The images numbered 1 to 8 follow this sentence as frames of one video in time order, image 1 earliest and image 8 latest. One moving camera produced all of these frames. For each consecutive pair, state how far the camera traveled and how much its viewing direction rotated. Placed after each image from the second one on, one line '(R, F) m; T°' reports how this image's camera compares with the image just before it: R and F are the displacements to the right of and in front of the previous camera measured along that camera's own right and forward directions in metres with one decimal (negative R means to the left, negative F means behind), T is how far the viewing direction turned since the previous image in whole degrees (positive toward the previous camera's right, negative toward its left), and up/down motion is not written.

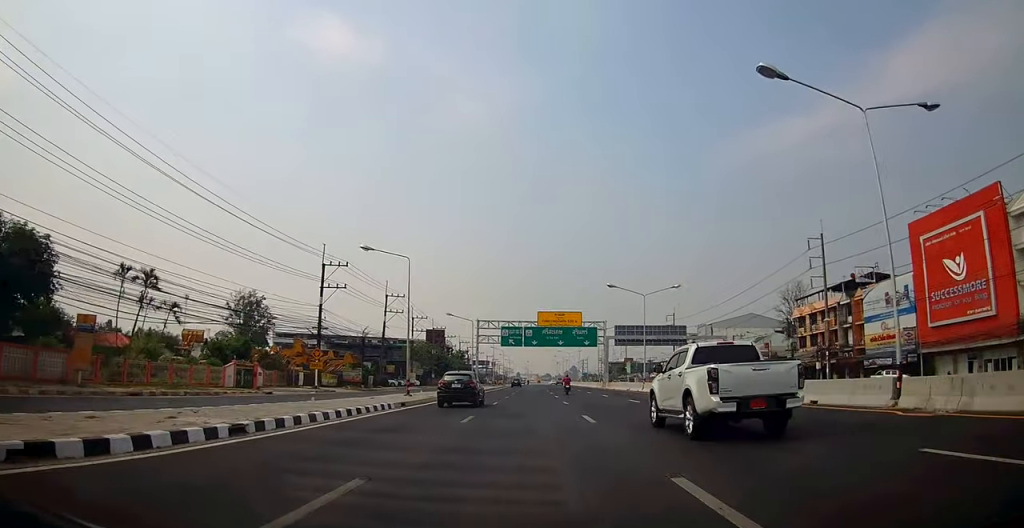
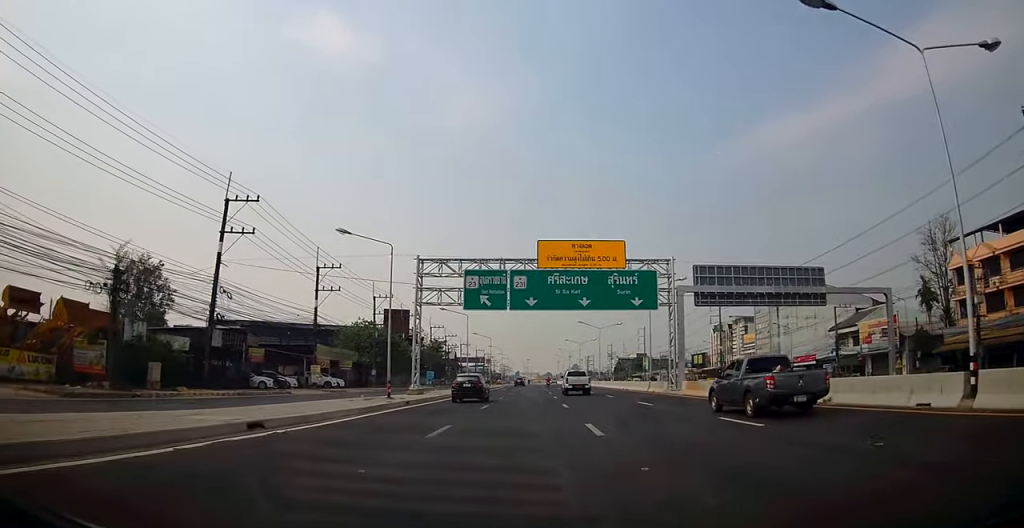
(-1.3, +40.0) m; 0°
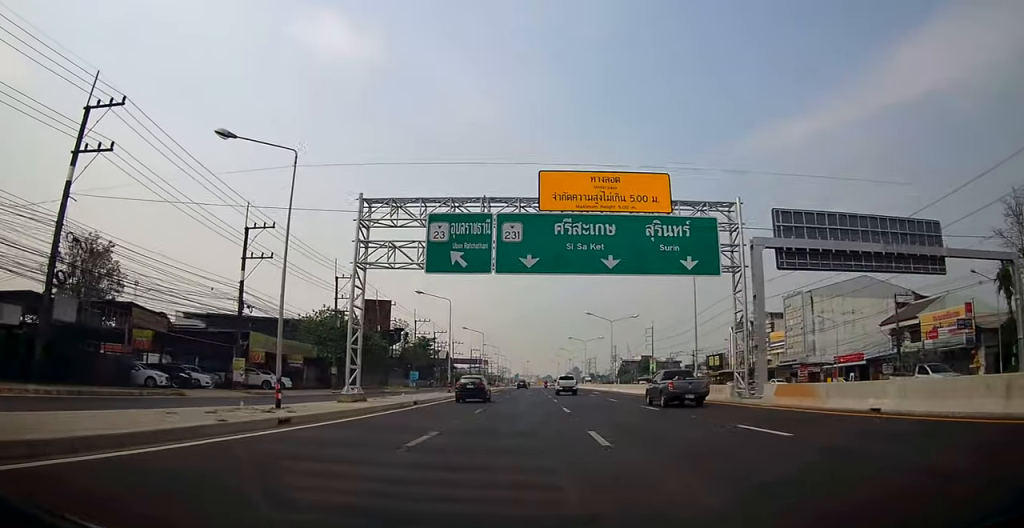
(+0.1, +13.9) m; 0°
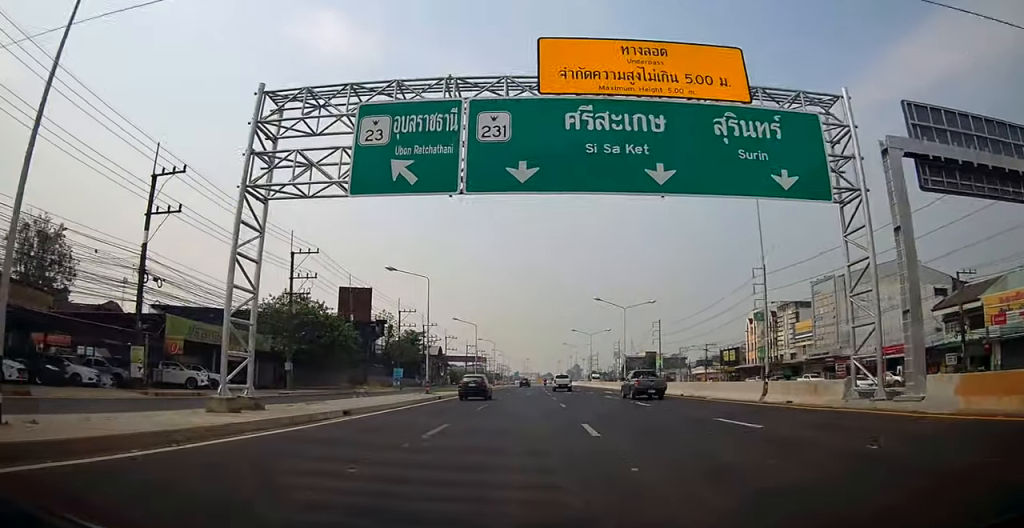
(0.0, +10.8) m; -2°
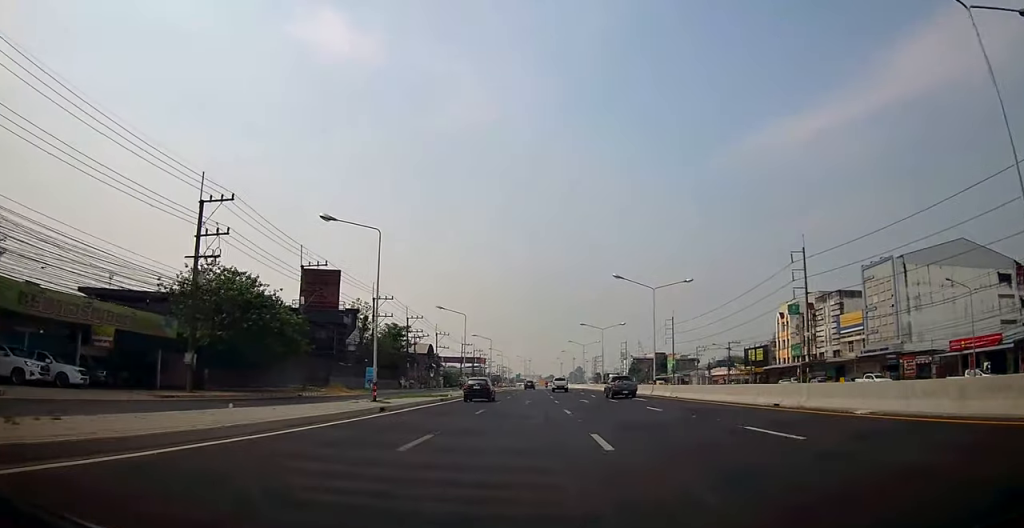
(-0.3, +14.1) m; -1°
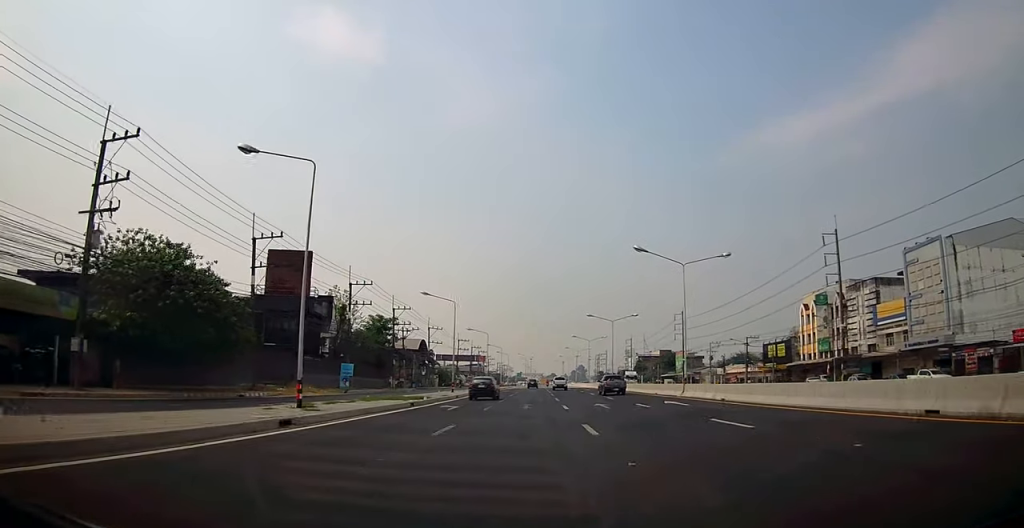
(-0.5, +9.1) m; 0°
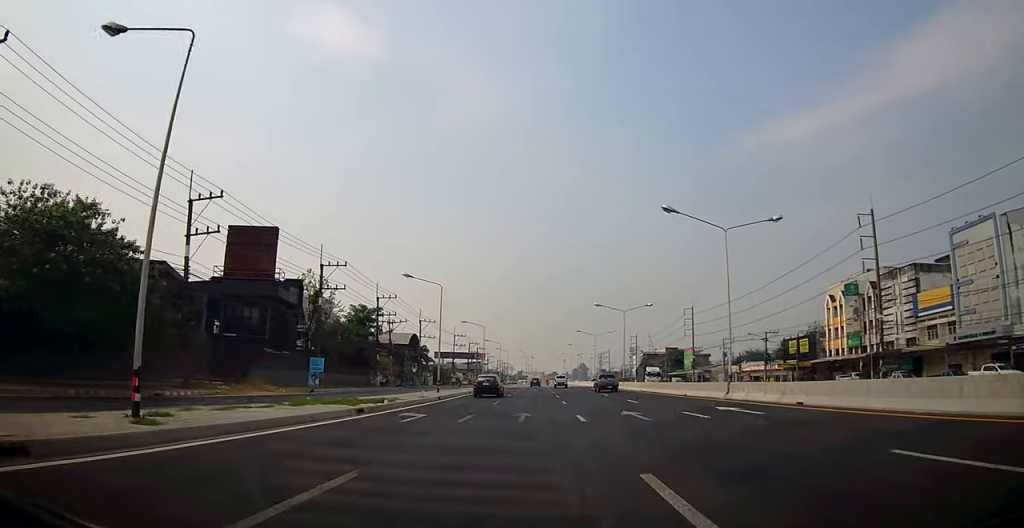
(+0.4, +8.3) m; +1°
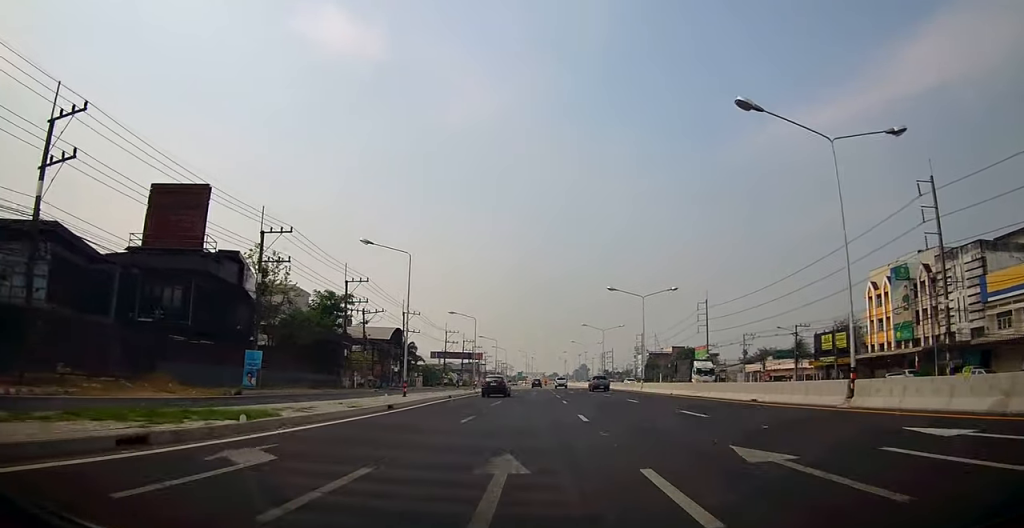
(+0.3, +11.7) m; +1°
